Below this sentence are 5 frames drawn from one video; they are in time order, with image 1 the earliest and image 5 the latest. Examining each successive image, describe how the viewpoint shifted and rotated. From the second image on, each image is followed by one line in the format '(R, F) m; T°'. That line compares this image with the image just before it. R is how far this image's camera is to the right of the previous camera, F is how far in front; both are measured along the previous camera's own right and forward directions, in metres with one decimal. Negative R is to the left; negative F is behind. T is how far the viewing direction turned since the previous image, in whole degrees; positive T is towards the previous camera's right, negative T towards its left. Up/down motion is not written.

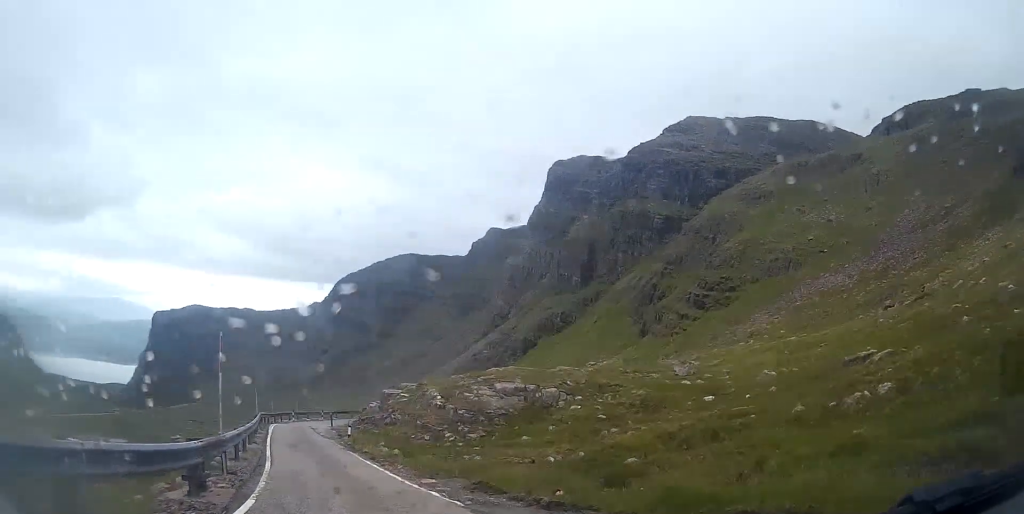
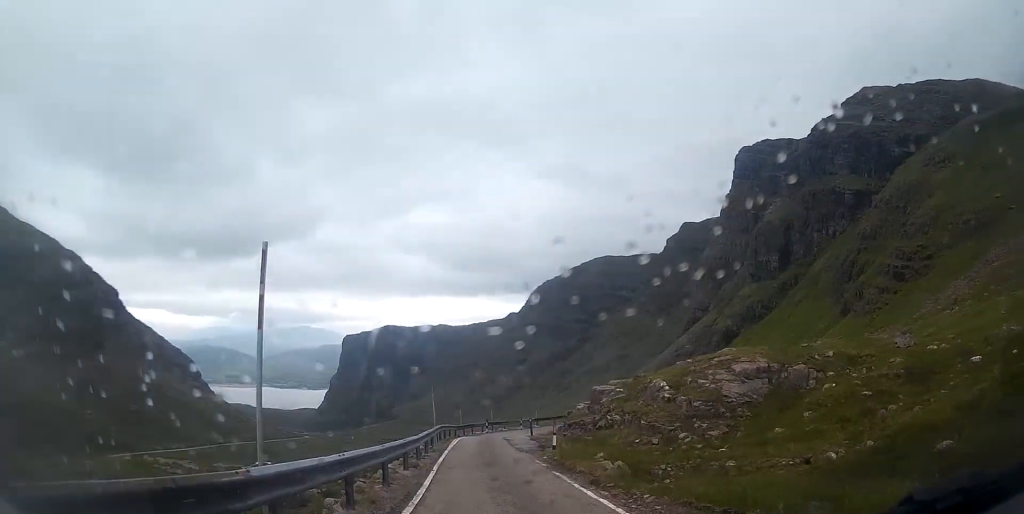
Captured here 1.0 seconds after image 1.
(-0.9, +7.0) m; -16°
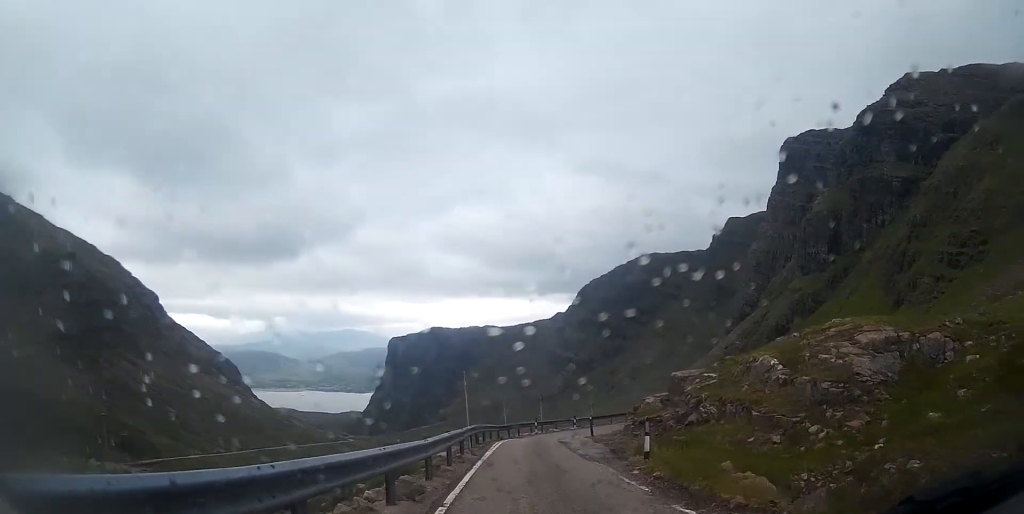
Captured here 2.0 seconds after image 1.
(-0.9, +6.8) m; -8°
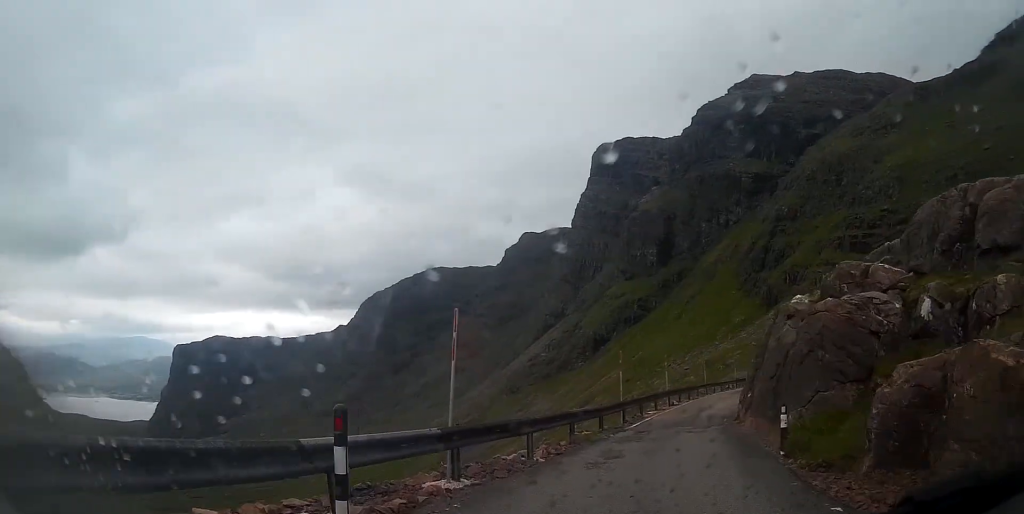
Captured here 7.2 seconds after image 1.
(+2.5, +44.7) m; +16°
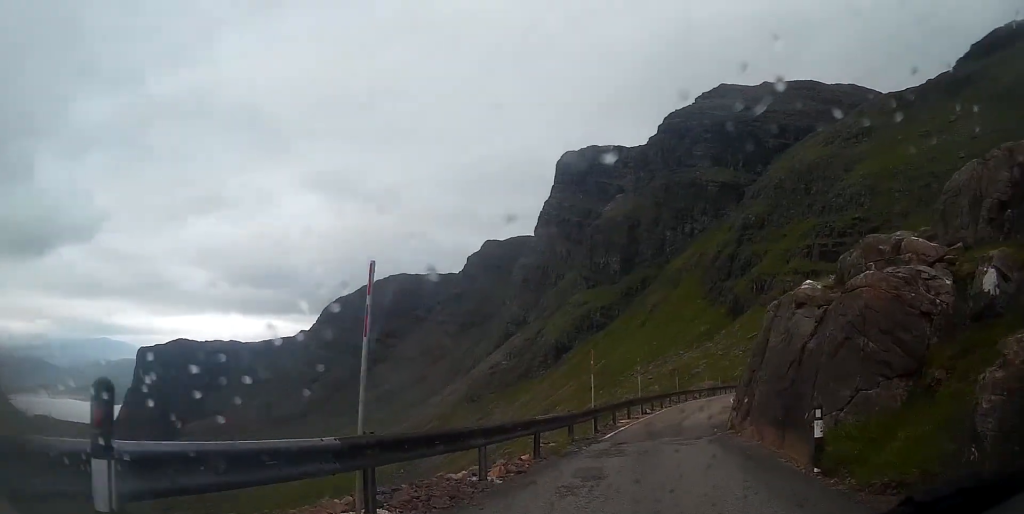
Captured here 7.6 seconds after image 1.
(+0.3, +2.8) m; +5°
